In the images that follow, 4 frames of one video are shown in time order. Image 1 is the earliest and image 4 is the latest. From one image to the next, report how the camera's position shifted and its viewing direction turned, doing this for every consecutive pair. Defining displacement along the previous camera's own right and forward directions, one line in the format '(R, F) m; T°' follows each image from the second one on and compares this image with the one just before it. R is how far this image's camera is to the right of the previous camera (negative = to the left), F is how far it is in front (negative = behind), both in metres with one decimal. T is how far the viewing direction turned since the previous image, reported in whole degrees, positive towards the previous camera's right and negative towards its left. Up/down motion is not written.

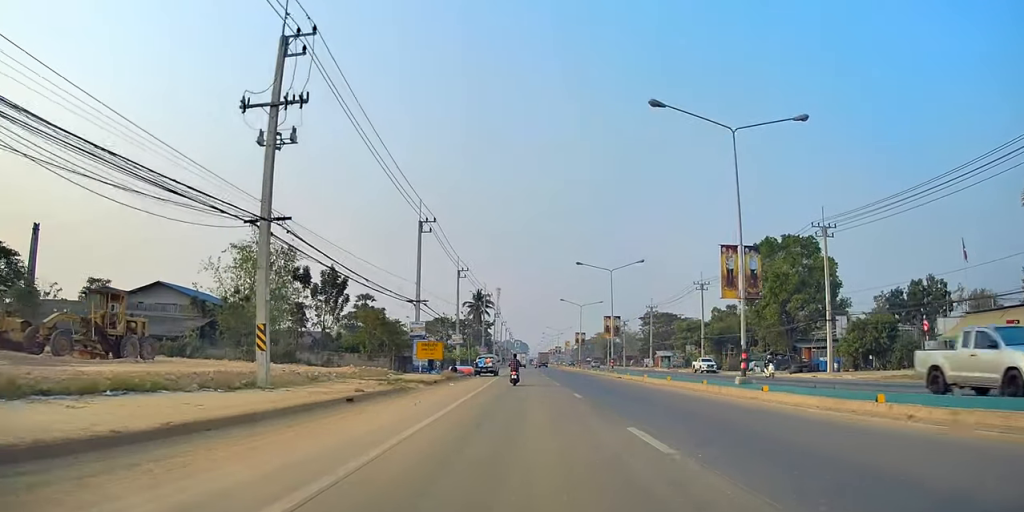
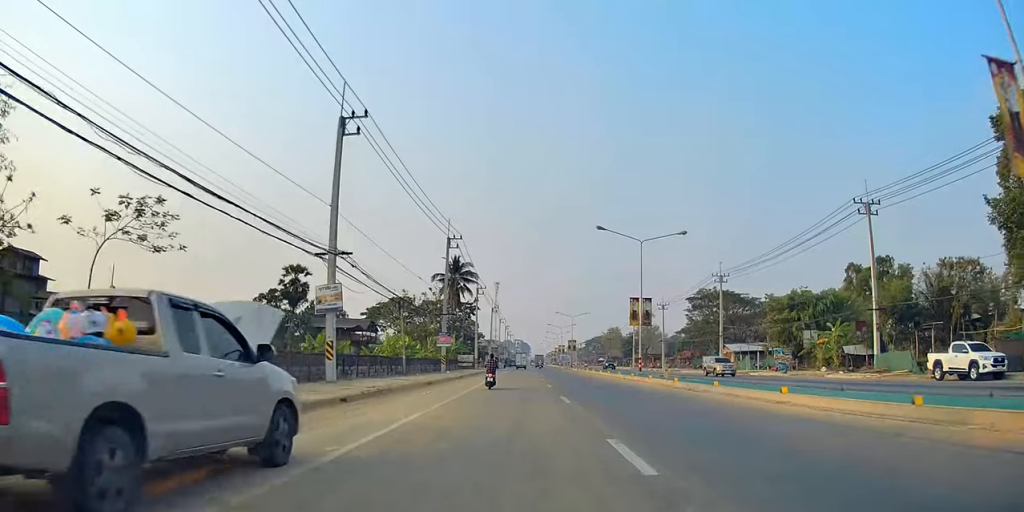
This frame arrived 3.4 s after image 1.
(-1.7, +49.0) m; -2°
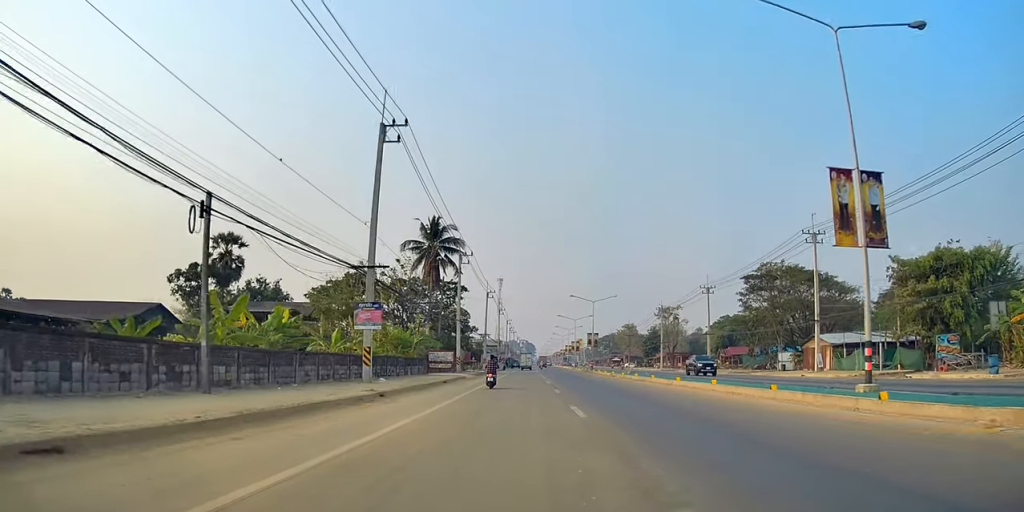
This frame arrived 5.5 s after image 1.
(-1.2, +28.2) m; -3°
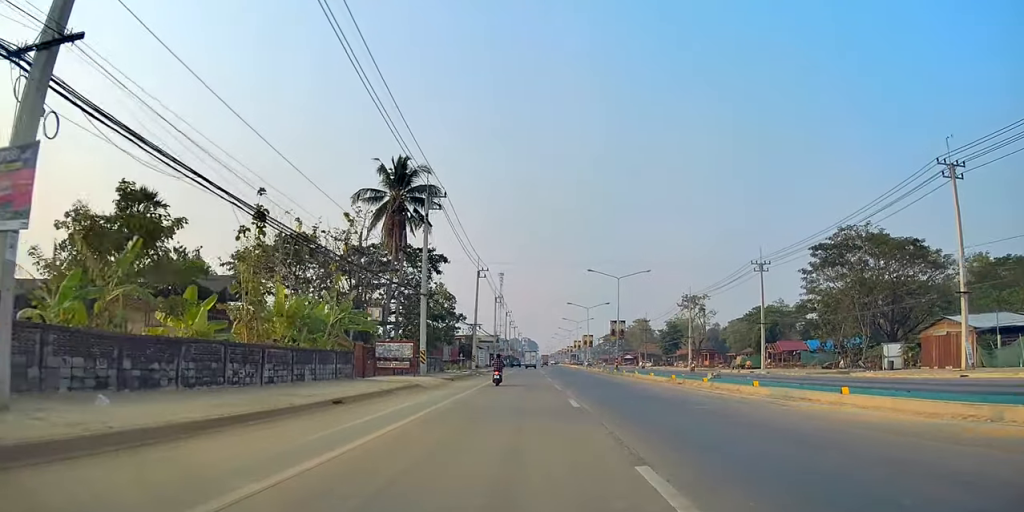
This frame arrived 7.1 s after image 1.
(+0.9, +21.7) m; +4°
